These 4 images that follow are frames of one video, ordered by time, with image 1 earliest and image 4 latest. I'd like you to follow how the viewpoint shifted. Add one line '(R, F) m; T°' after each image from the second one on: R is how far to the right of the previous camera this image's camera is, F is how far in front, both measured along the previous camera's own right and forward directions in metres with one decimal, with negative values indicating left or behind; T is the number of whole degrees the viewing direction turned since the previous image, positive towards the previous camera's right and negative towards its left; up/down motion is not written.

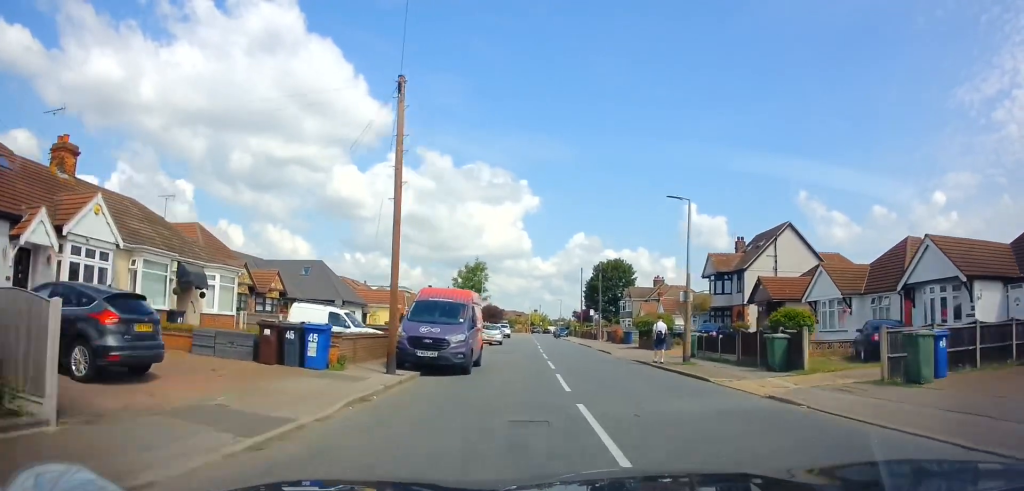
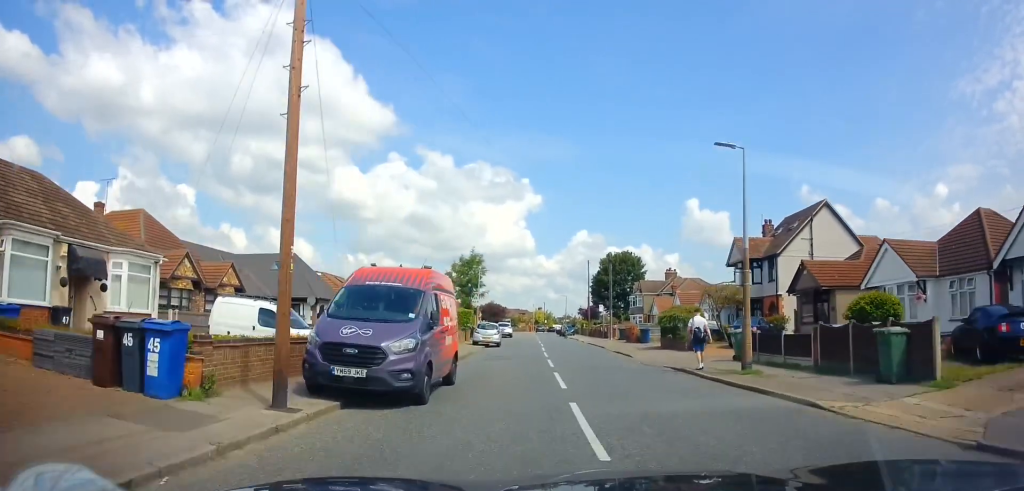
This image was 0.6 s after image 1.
(-0.2, +5.6) m; -1°
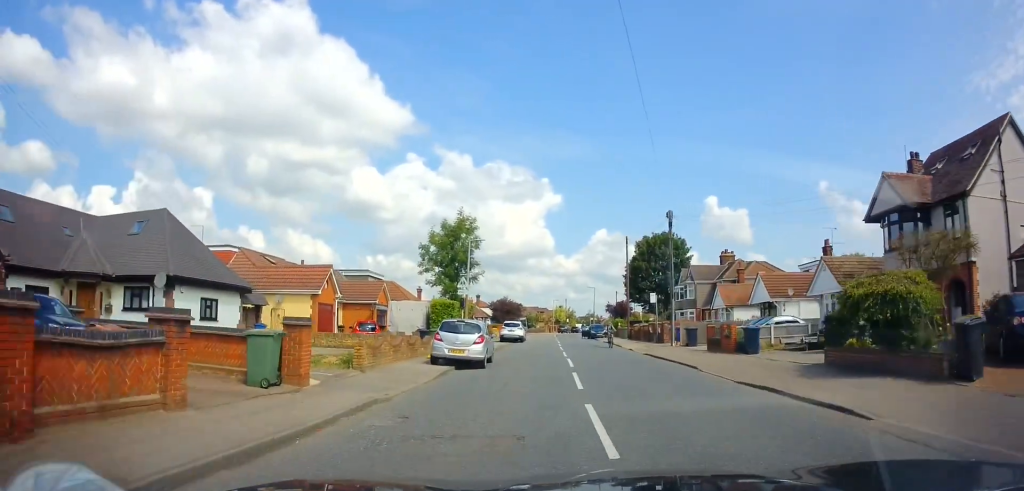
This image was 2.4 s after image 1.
(-0.3, +17.7) m; -1°
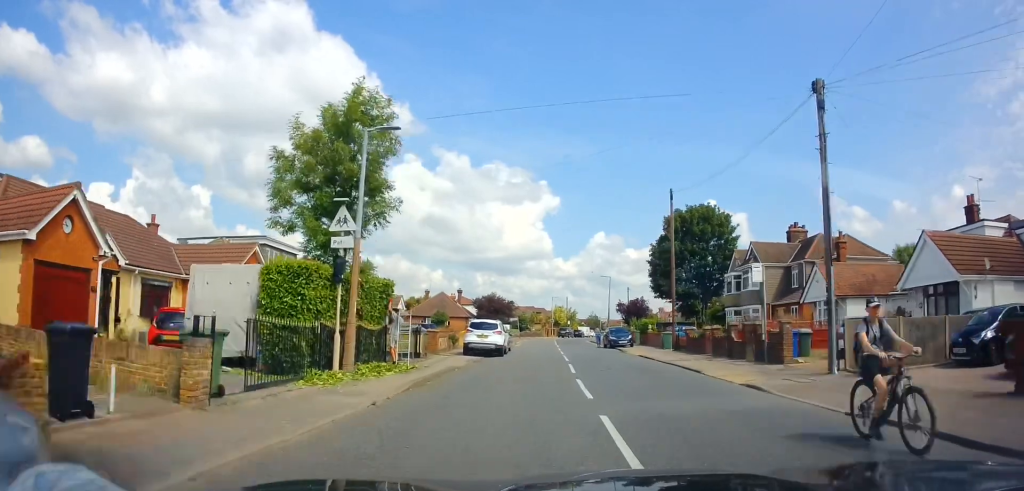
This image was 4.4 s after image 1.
(0.0, +19.0) m; 0°
